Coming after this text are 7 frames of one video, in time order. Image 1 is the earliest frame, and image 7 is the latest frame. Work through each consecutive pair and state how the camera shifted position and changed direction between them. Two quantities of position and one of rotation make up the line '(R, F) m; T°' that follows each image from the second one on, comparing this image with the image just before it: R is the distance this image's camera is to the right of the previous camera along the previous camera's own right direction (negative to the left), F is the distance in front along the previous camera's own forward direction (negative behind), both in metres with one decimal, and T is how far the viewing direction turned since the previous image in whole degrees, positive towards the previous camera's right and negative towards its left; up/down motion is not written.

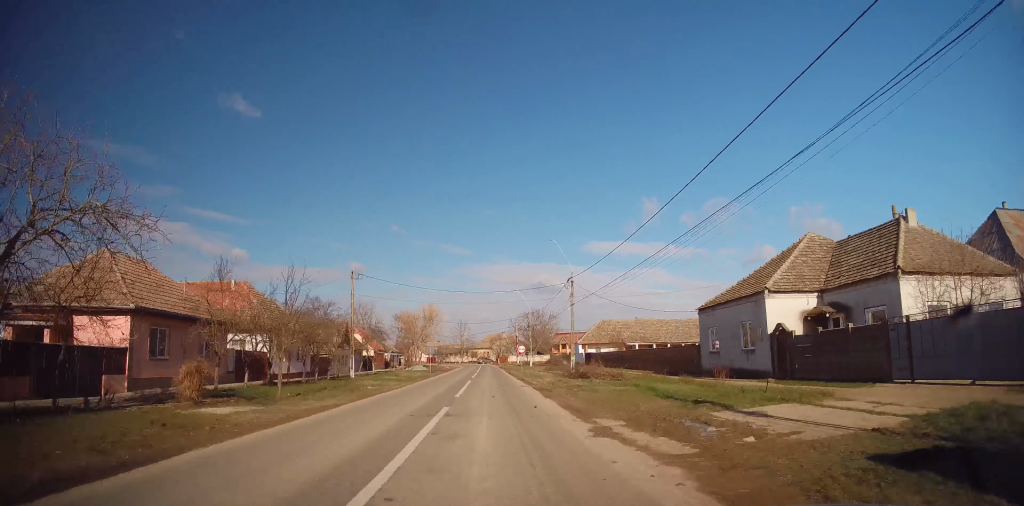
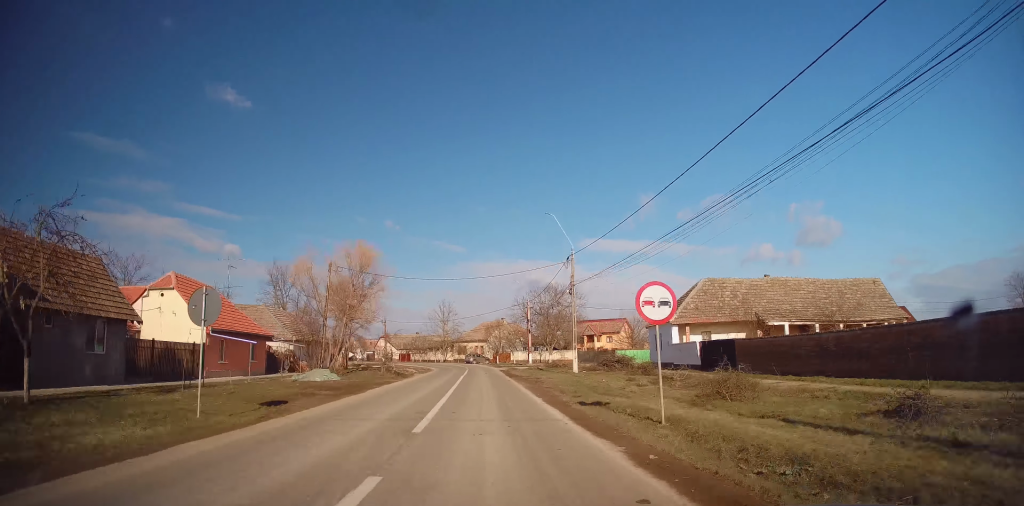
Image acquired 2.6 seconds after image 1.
(-0.3, +42.7) m; 0°
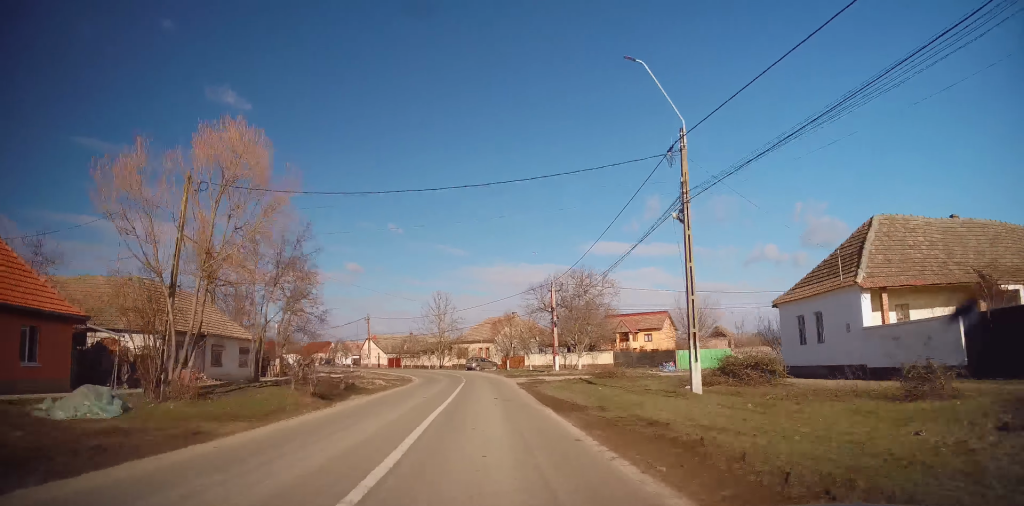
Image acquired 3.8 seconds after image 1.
(+0.1, +20.1) m; 0°
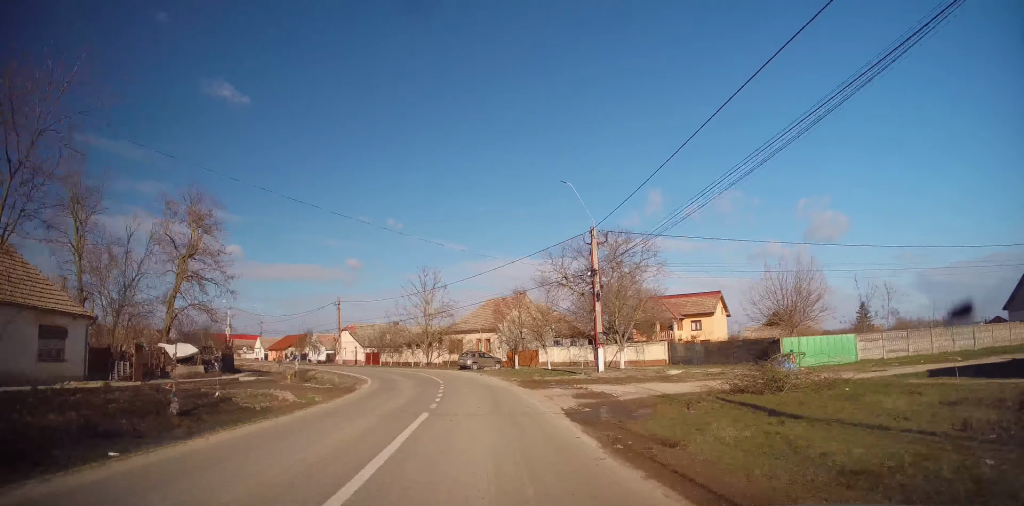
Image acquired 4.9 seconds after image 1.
(-0.1, +17.7) m; -2°
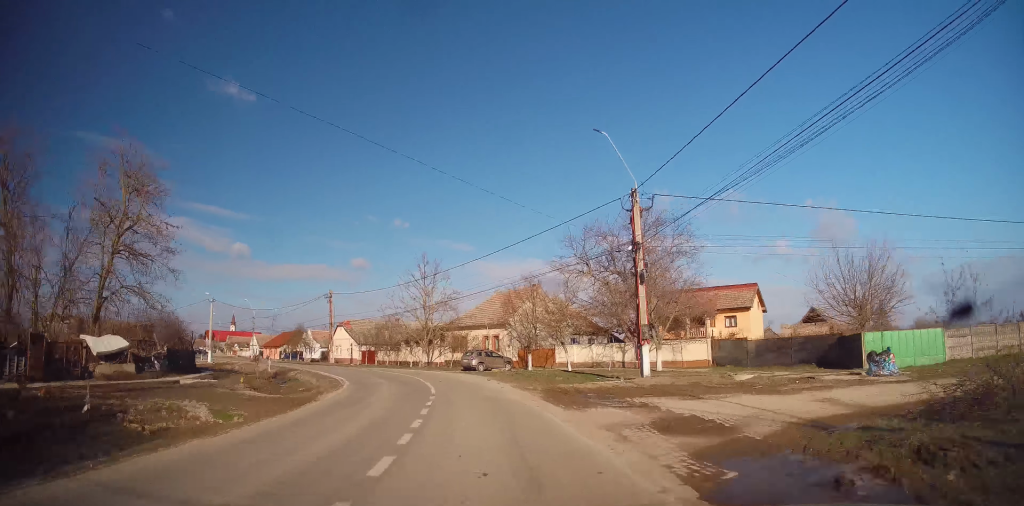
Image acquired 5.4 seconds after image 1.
(+0.1, +7.1) m; -2°
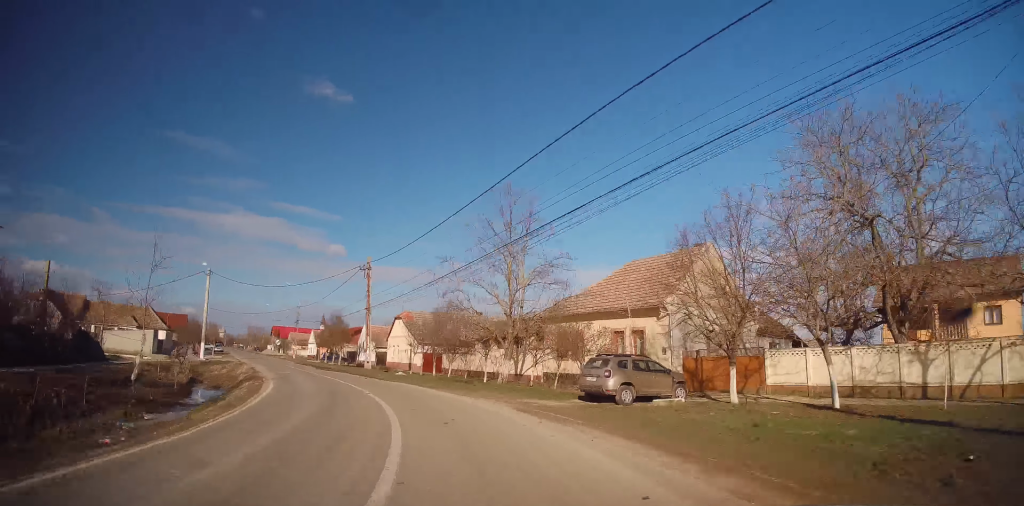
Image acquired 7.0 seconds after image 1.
(-2.1, +23.2) m; -13°
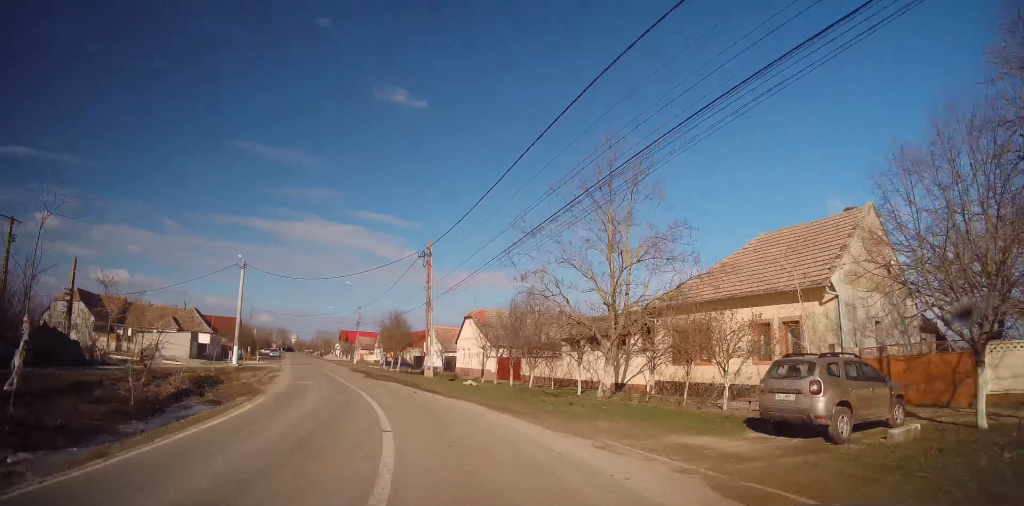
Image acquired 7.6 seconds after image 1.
(-0.3, +8.1) m; -6°
